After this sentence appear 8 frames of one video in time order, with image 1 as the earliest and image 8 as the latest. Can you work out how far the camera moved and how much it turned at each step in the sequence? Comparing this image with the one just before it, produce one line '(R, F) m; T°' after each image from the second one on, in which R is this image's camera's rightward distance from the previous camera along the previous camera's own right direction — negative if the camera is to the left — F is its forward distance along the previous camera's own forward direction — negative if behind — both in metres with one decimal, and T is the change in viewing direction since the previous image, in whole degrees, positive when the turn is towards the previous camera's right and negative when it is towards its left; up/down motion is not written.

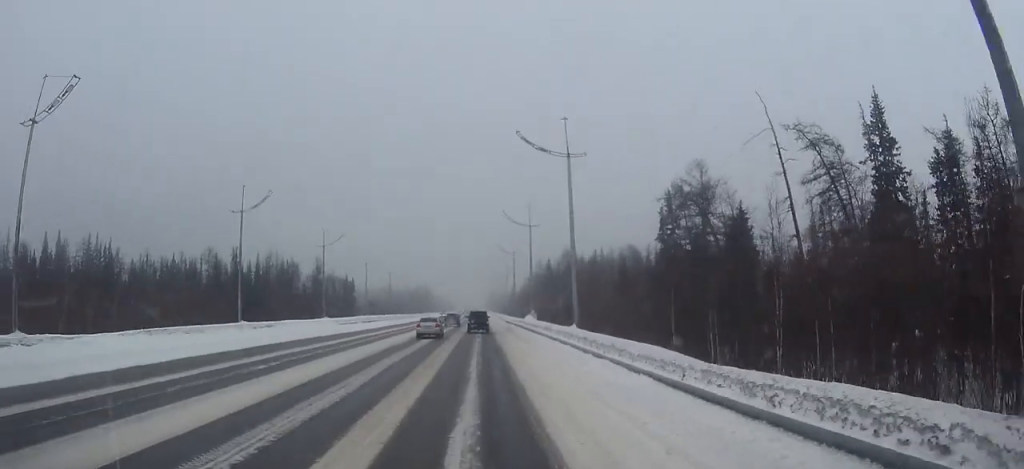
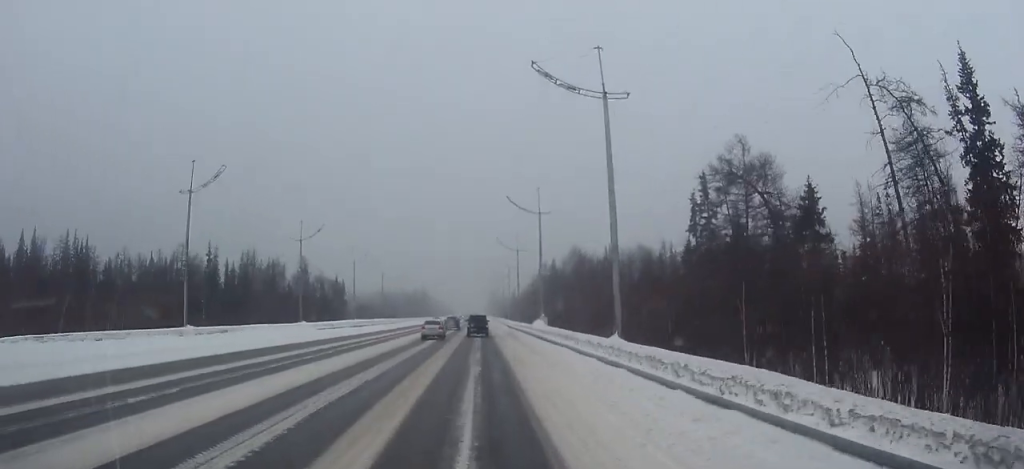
(0.0, +8.8) m; 0°
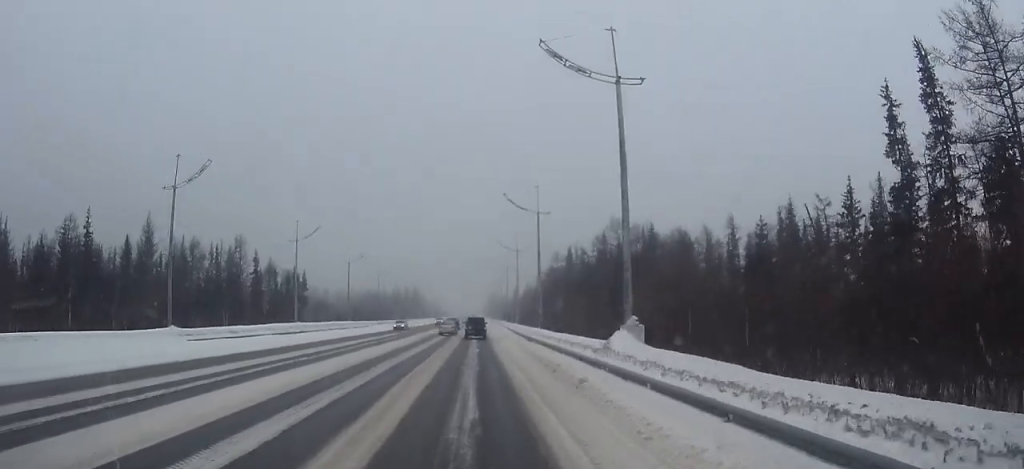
(0.0, +26.4) m; 0°
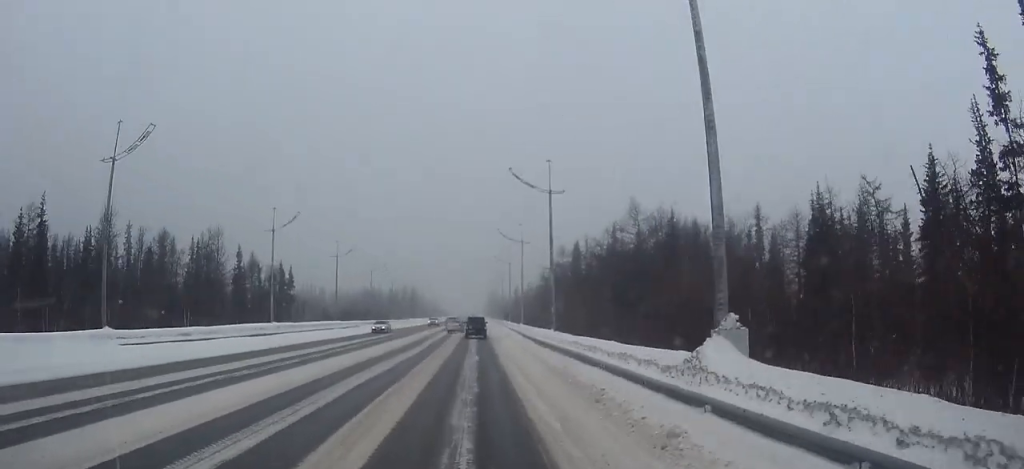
(0.0, +7.1) m; 0°
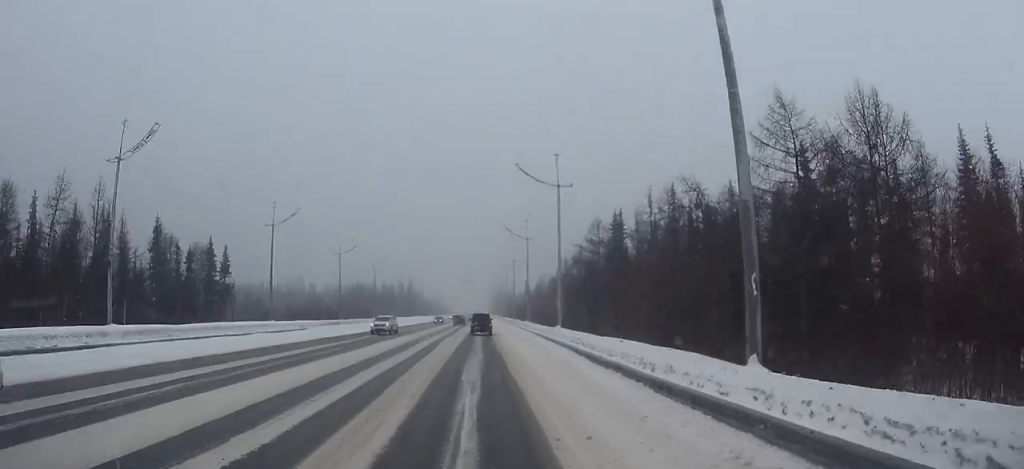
(0.0, +25.8) m; 0°
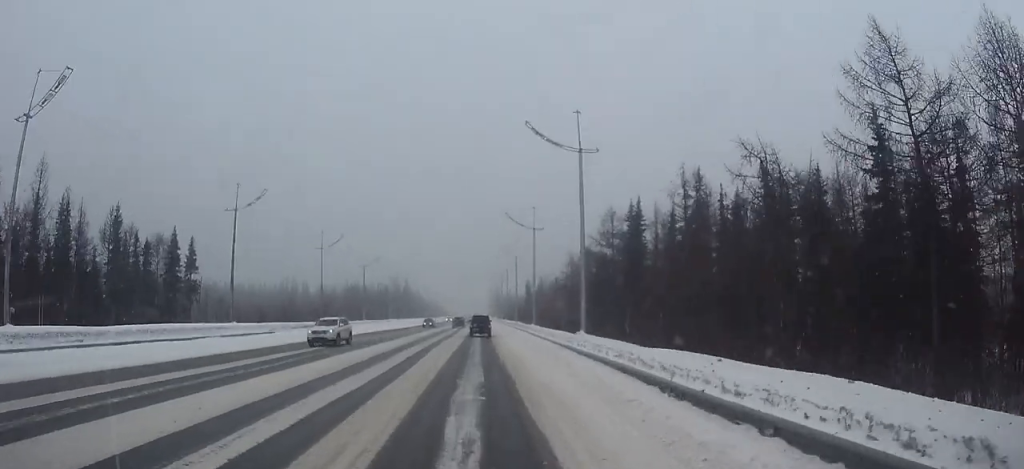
(0.0, +8.2) m; 0°
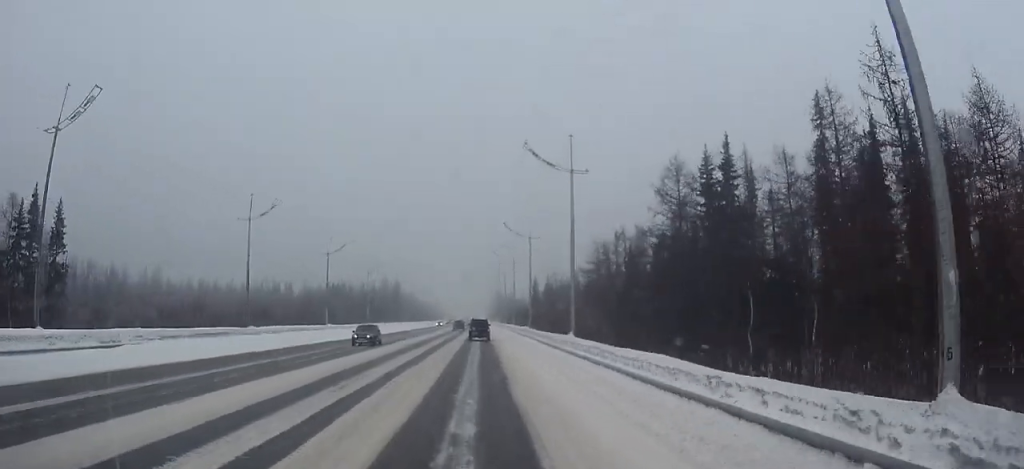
(0.0, +21.9) m; 0°
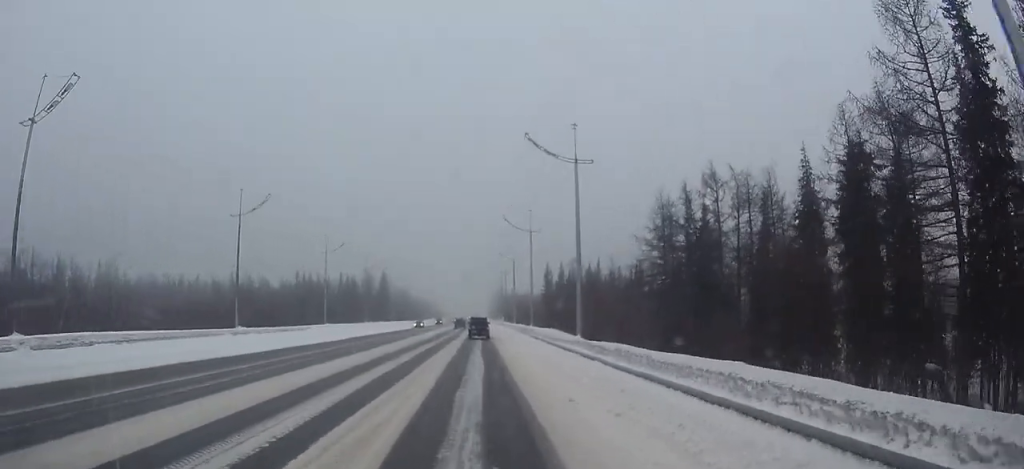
(0.0, +26.9) m; 0°
